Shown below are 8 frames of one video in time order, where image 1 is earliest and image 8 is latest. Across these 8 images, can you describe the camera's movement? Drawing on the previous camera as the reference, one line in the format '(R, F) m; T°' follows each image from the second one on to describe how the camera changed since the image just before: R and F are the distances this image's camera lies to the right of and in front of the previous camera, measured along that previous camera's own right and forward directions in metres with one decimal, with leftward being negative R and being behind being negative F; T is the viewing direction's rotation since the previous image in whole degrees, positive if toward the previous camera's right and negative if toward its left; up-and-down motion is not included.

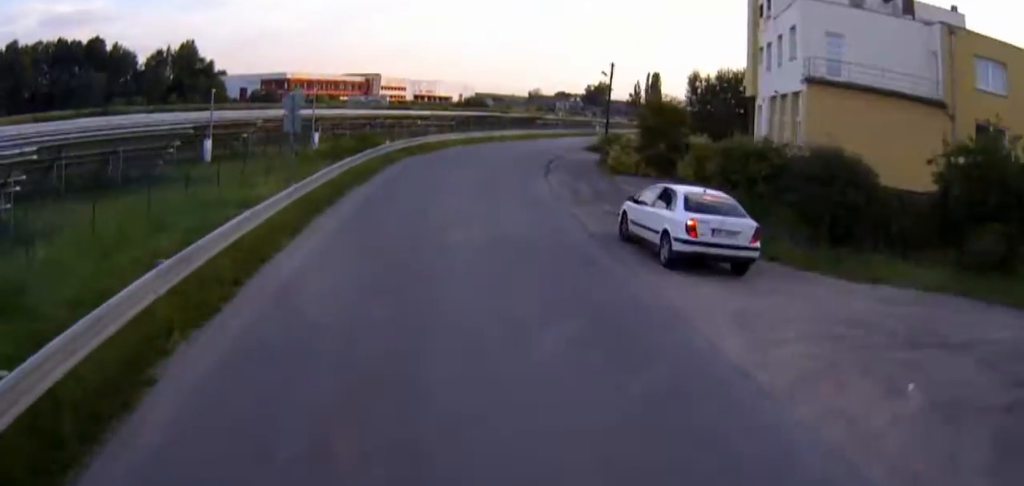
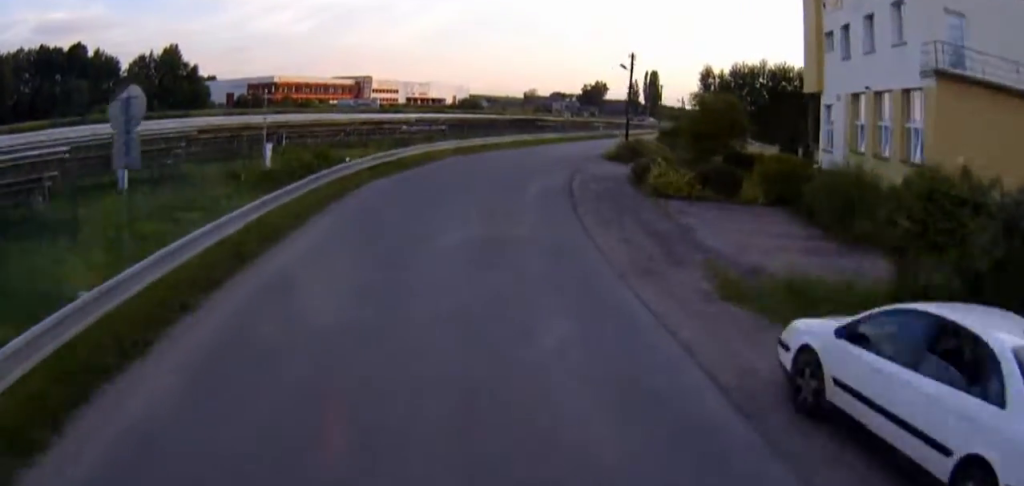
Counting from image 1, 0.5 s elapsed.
(0.0, +9.7) m; +1°
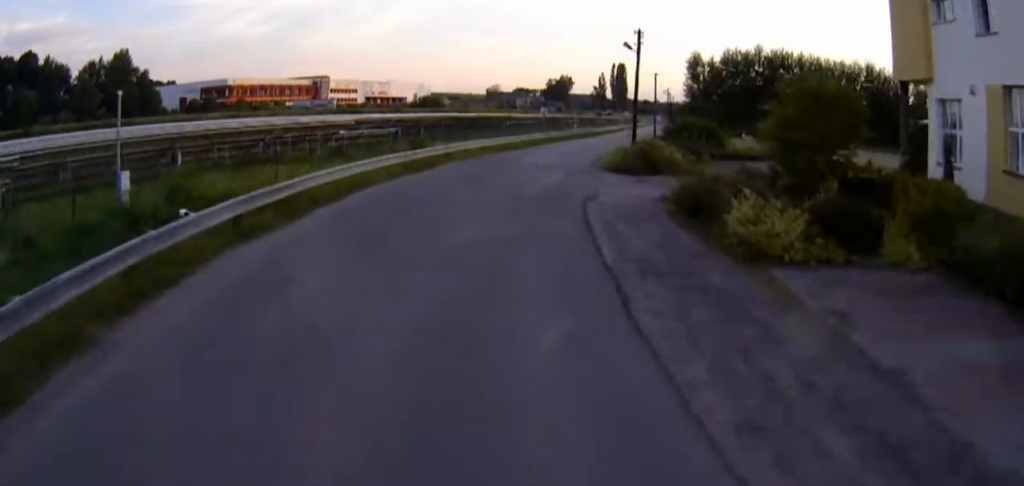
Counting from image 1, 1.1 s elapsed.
(-0.1, +12.2) m; +2°
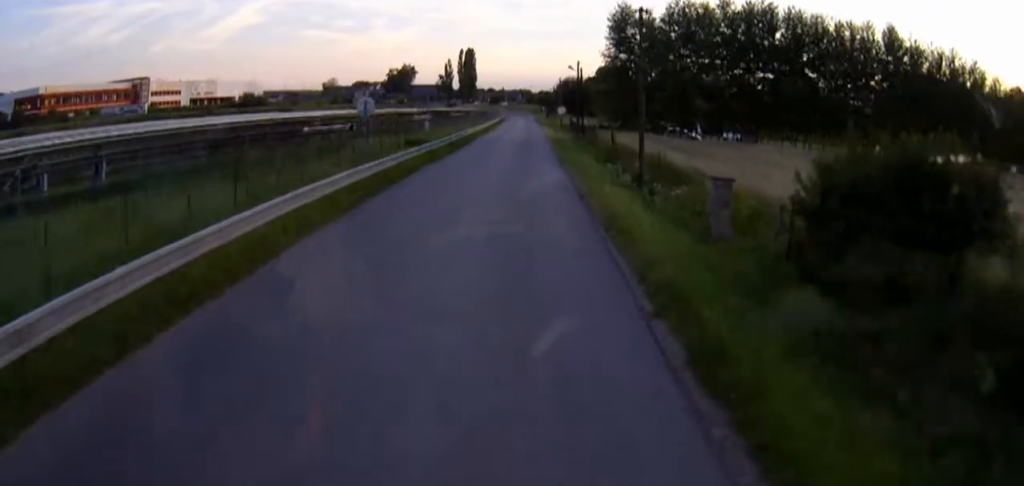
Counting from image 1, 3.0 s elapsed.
(+4.2, +36.5) m; +10°
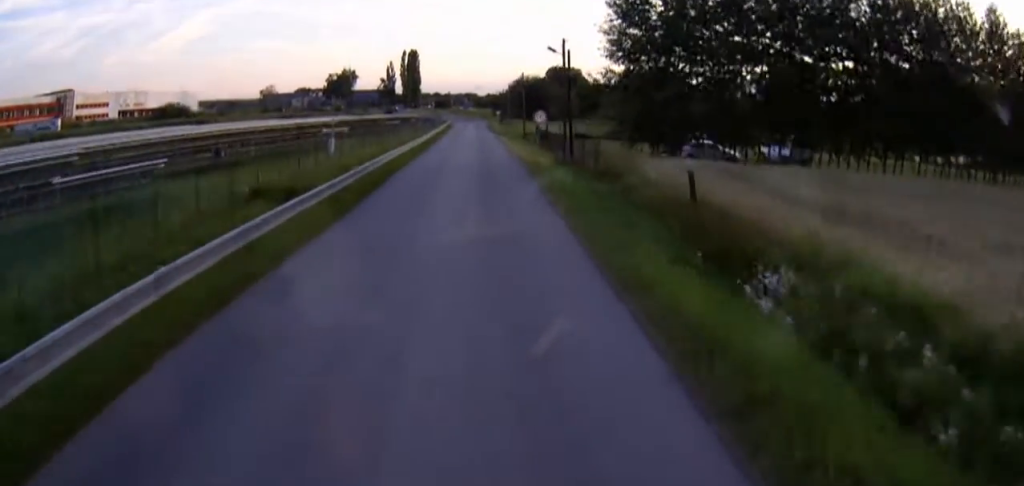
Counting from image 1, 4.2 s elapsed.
(+0.1, +21.9) m; 0°
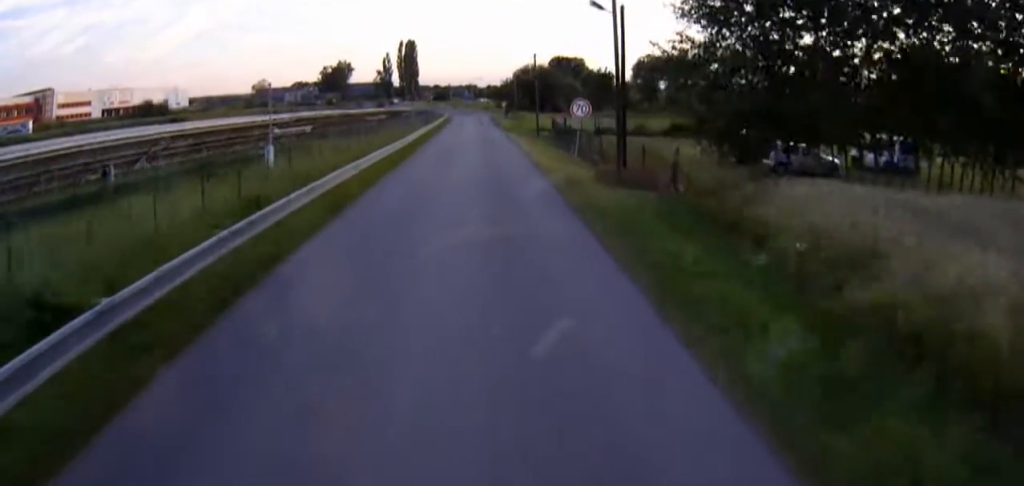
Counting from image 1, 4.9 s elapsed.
(0.0, +13.8) m; 0°
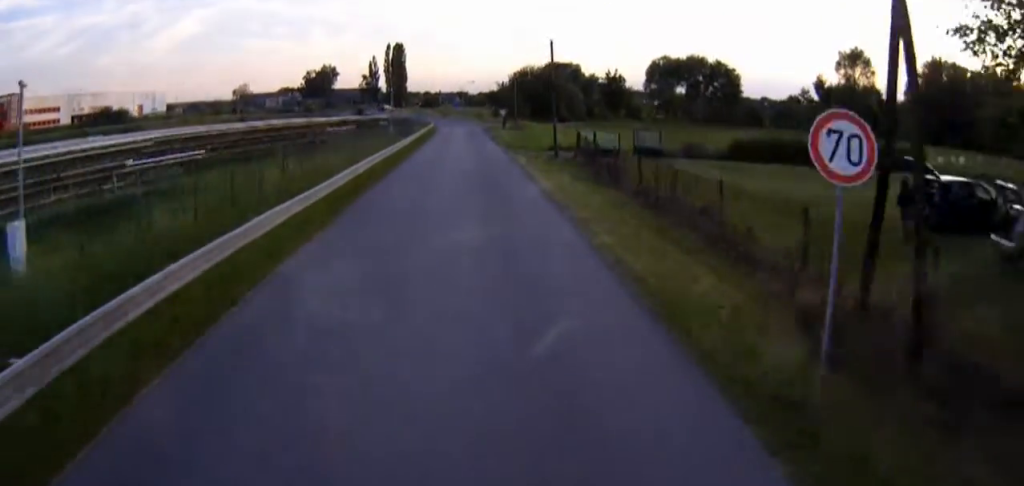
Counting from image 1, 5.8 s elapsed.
(0.0, +17.8) m; 0°
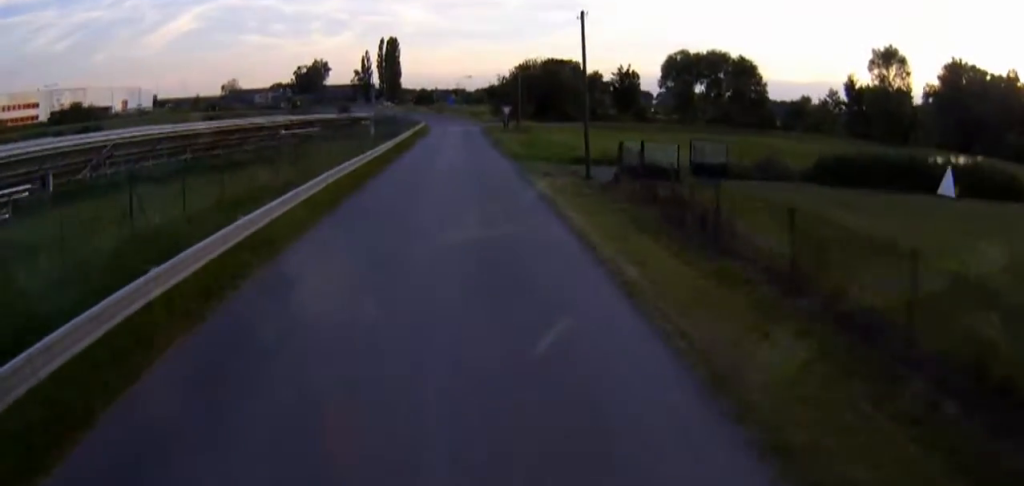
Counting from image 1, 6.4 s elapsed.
(0.0, +12.5) m; 0°
